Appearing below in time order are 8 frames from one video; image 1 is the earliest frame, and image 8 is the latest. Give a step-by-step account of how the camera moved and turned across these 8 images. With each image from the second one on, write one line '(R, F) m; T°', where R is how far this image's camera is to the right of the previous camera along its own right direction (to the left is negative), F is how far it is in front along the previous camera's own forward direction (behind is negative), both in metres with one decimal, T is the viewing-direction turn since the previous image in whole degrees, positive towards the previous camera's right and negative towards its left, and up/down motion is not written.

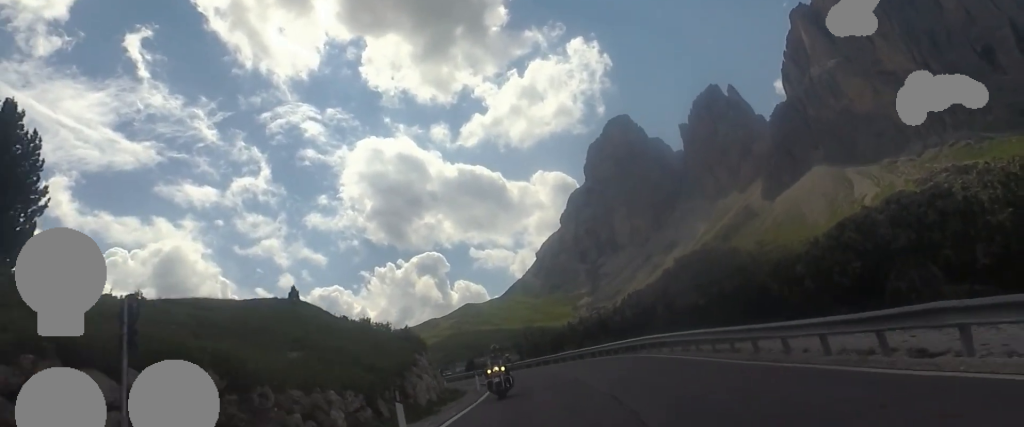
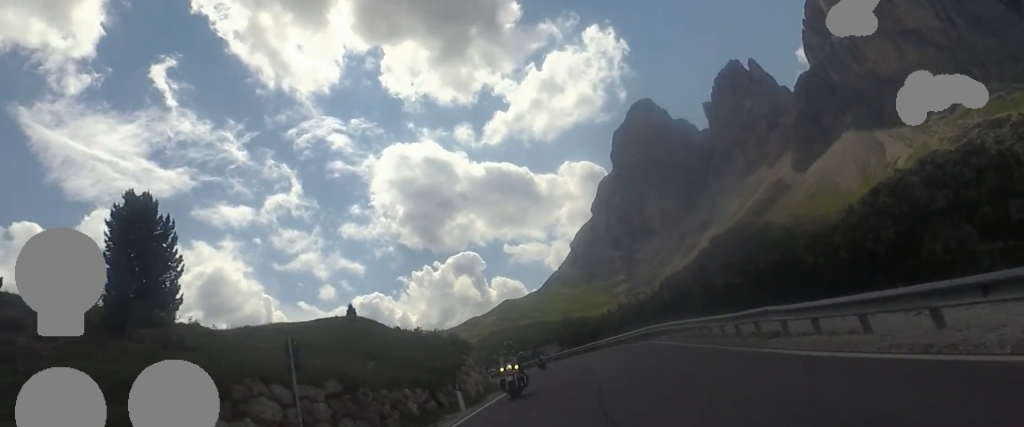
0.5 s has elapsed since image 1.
(-0.1, +6.4) m; -6°
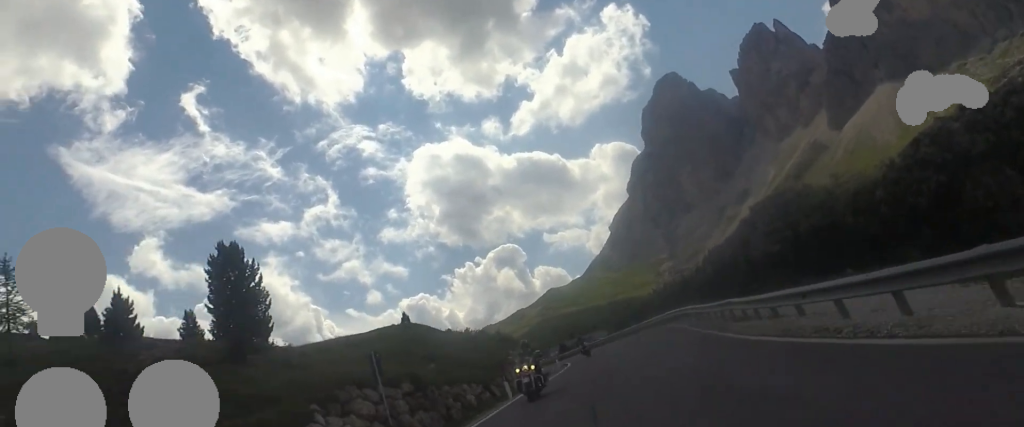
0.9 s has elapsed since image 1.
(-0.6, +5.2) m; -6°
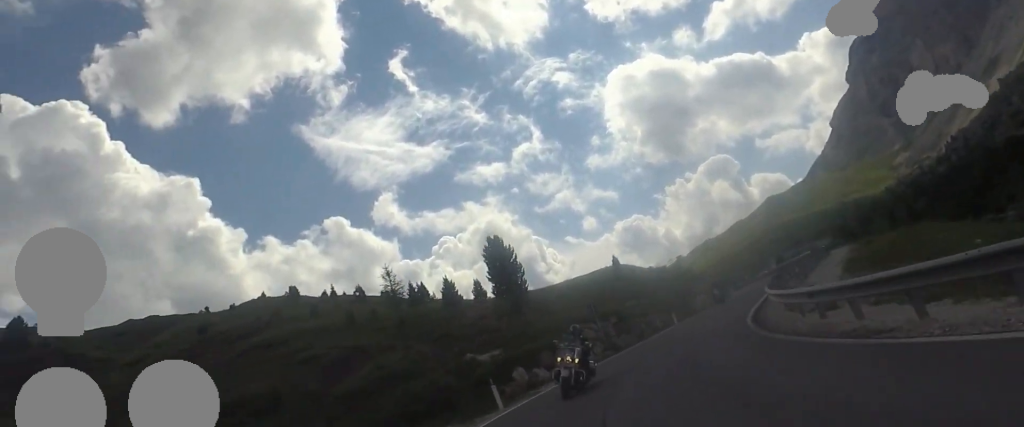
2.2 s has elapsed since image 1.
(-2.2, +16.2) m; -14°
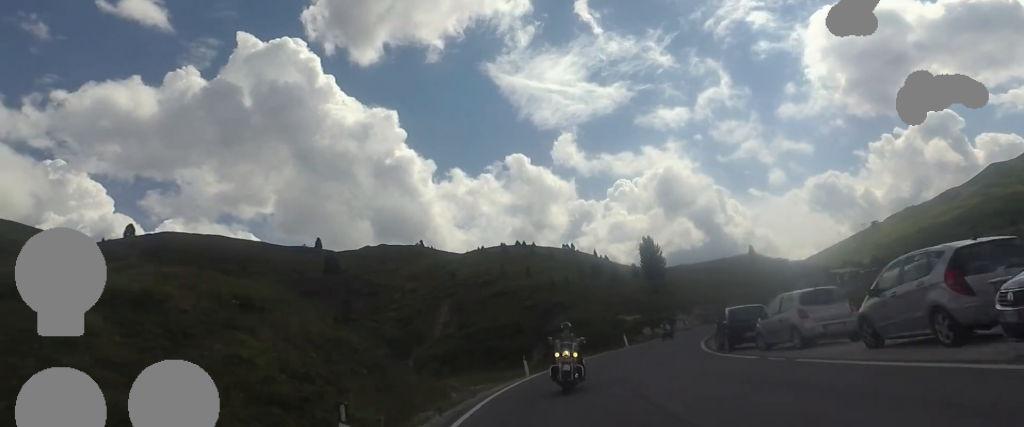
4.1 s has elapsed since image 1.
(-3.7, +25.2) m; -13°
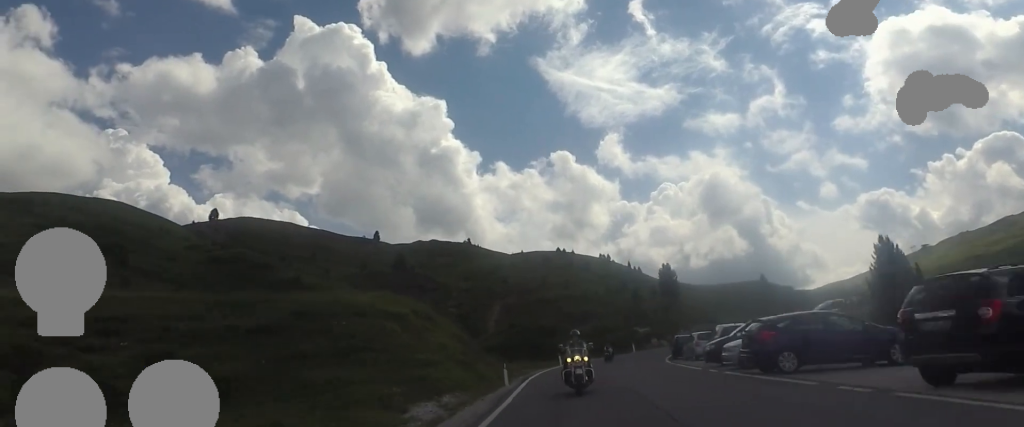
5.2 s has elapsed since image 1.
(-0.3, +16.1) m; -3°
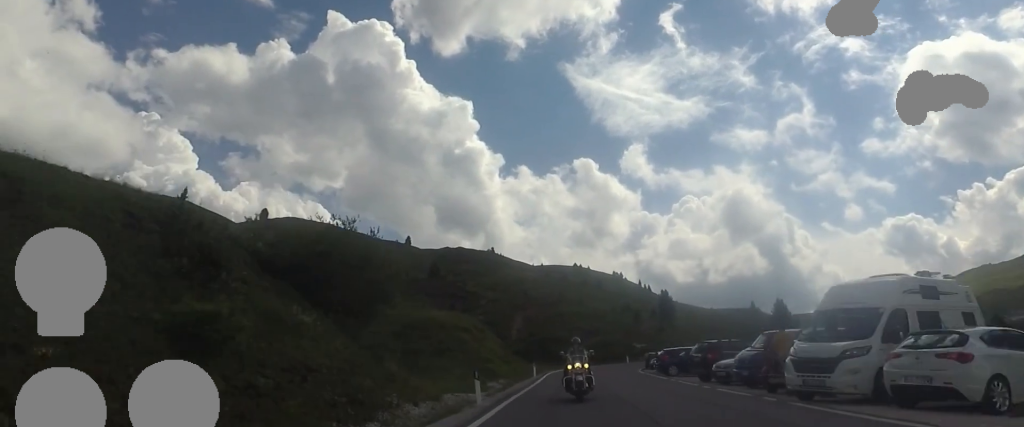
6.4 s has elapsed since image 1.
(-0.6, +16.8) m; 0°
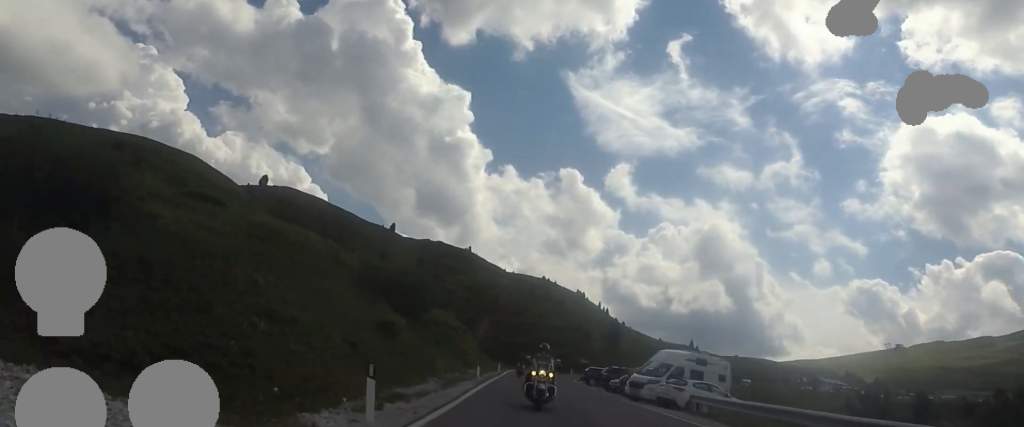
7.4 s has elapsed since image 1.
(+0.8, +15.7) m; +7°
